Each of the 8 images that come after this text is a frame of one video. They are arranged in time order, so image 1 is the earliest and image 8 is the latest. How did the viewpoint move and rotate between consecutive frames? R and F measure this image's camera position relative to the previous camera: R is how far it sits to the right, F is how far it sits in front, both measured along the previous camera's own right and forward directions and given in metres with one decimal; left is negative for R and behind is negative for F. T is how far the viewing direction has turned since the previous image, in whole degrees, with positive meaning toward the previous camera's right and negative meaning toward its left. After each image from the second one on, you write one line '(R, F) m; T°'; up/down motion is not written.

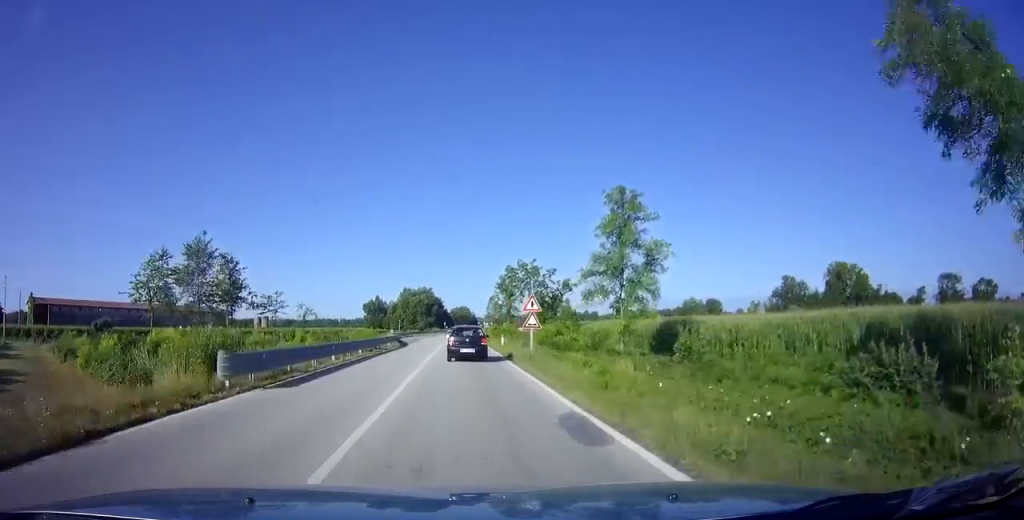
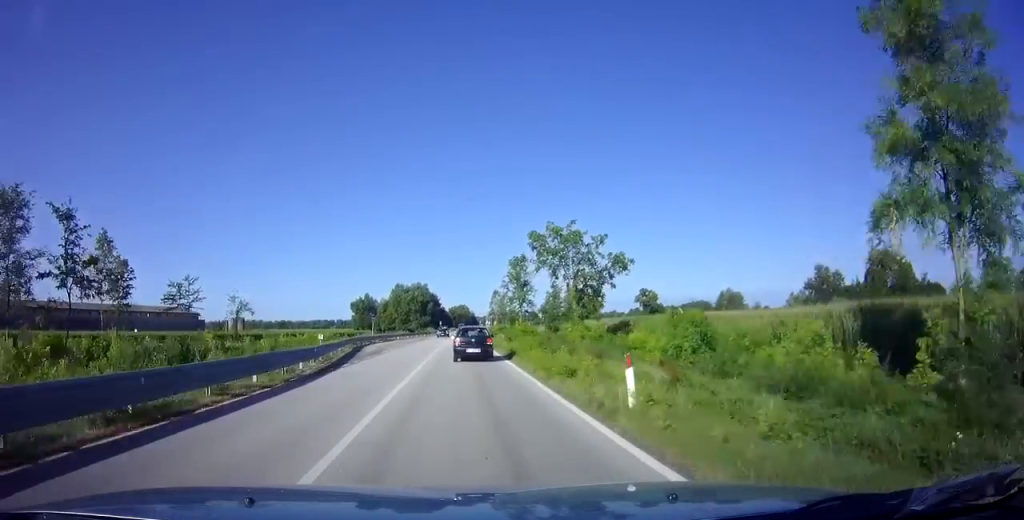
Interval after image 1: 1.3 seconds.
(-0.1, +26.6) m; 0°
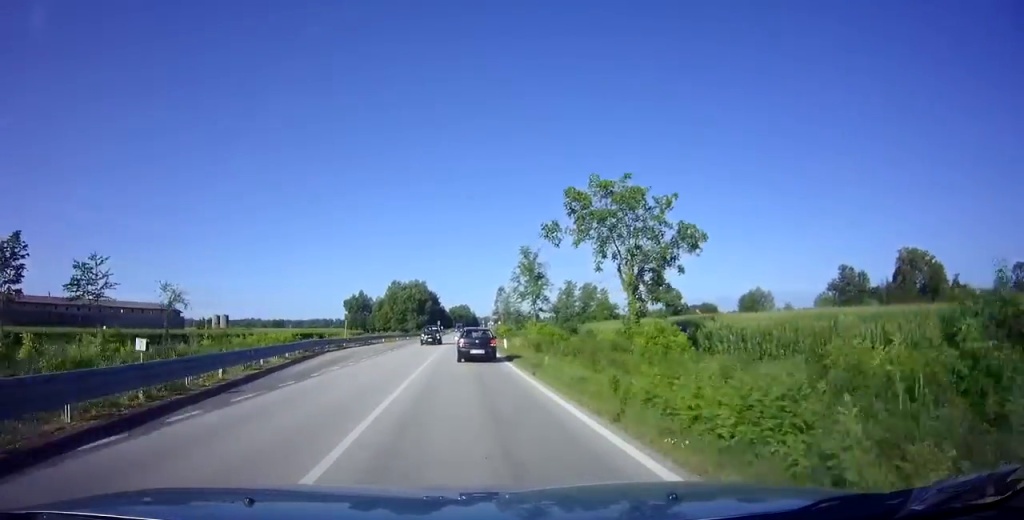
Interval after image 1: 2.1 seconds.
(0.0, +15.2) m; 0°
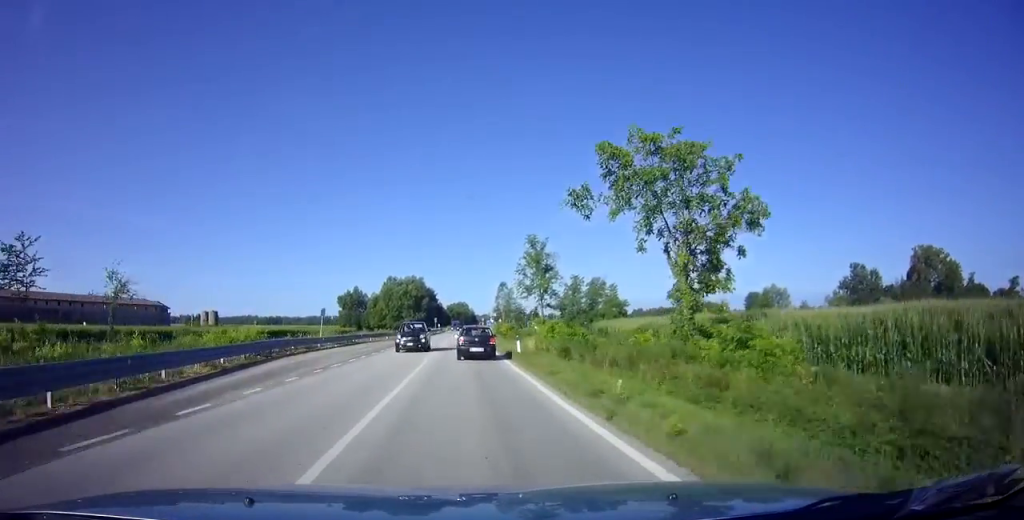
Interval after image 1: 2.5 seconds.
(0.0, +8.0) m; 0°
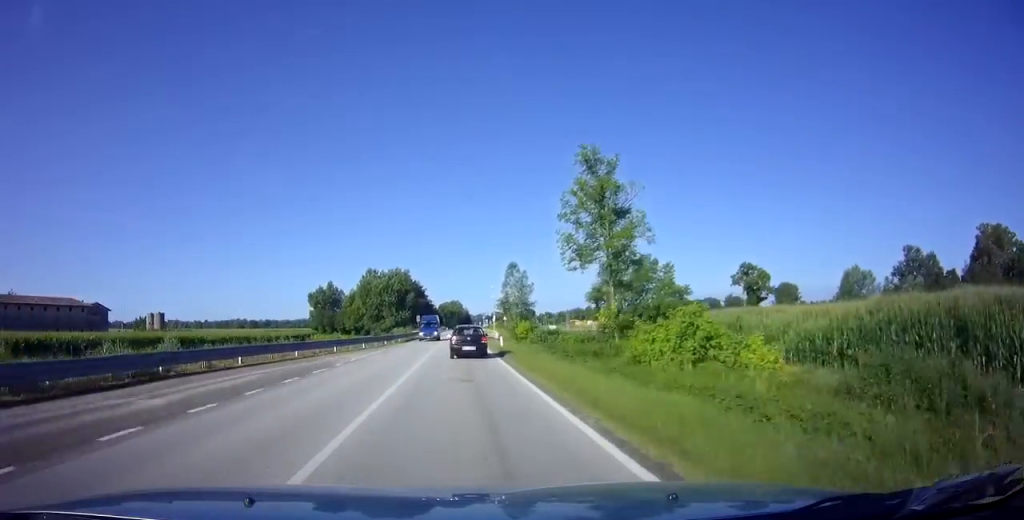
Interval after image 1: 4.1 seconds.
(+0.2, +32.8) m; 0°
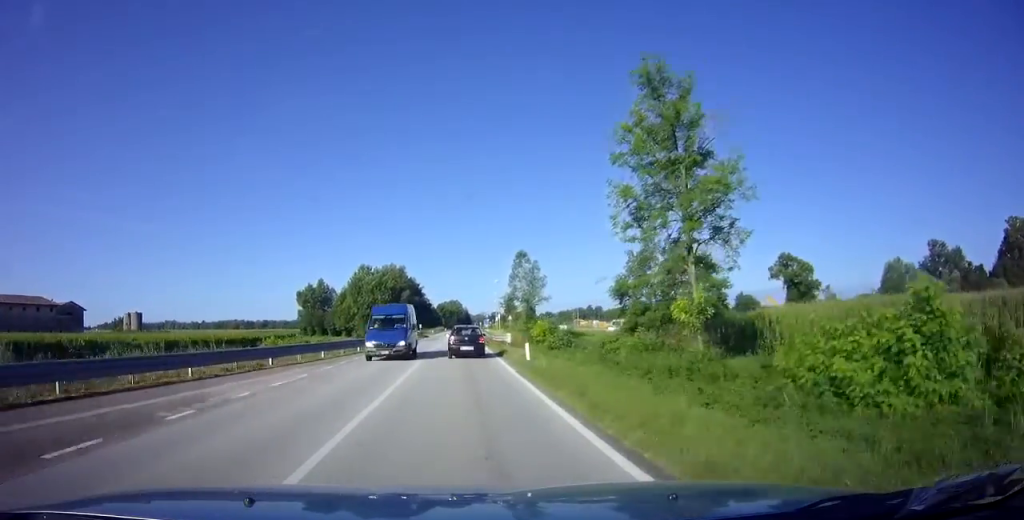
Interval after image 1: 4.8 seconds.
(0.0, +12.7) m; +1°
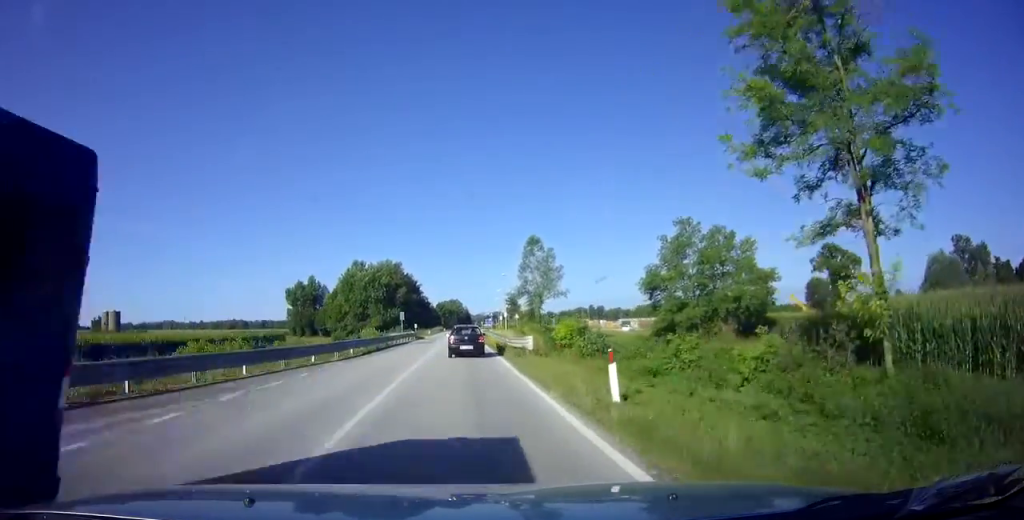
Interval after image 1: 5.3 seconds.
(-0.1, +10.7) m; 0°
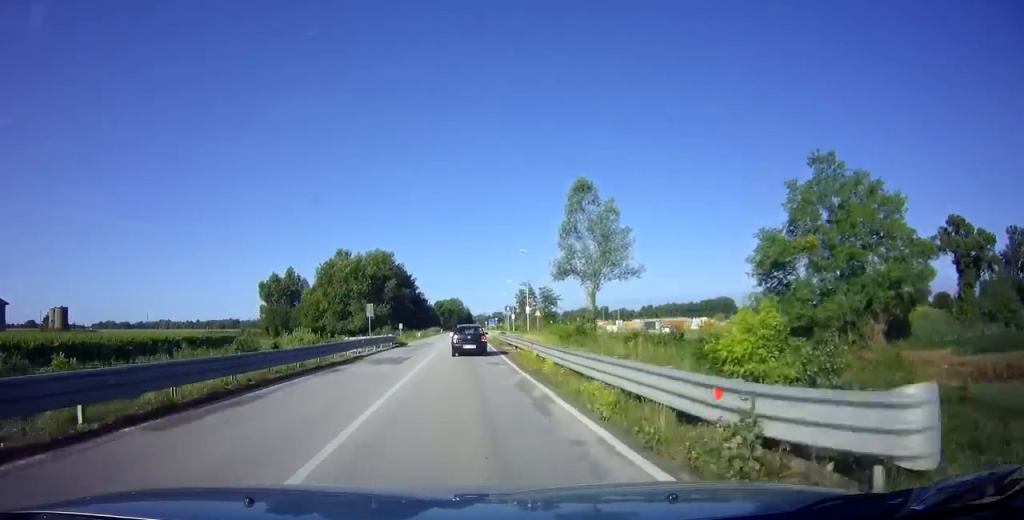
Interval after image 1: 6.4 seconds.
(+0.3, +22.0) m; 0°
